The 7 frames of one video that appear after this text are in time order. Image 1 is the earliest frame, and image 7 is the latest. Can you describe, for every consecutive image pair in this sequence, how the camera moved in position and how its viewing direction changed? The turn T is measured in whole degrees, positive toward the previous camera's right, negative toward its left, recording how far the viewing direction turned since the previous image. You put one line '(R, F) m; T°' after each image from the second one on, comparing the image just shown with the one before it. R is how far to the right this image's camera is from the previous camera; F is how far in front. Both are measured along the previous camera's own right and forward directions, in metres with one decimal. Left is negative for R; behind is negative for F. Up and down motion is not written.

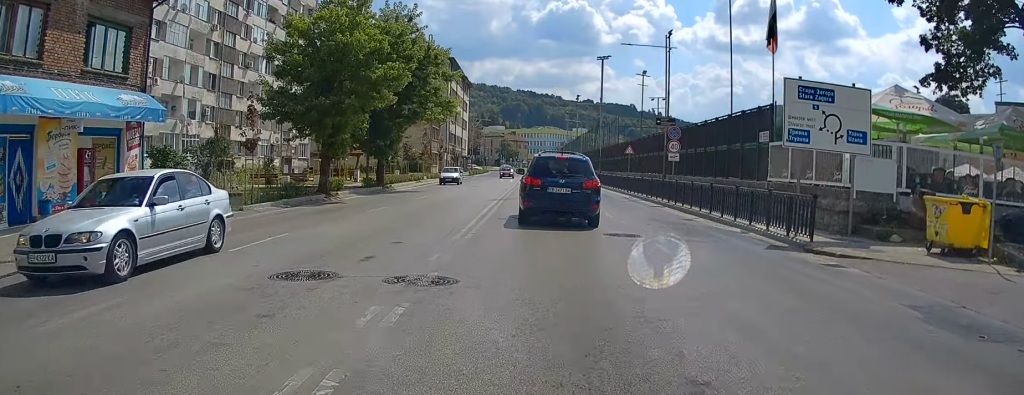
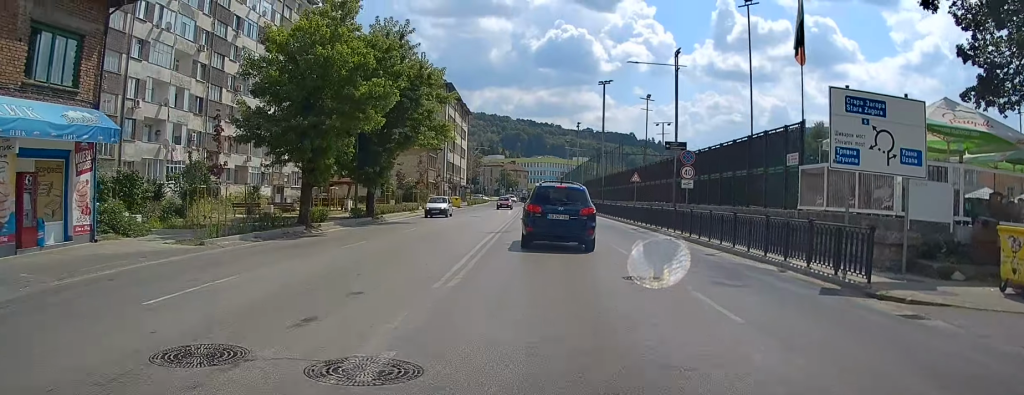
(0.0, +2.9) m; +1°
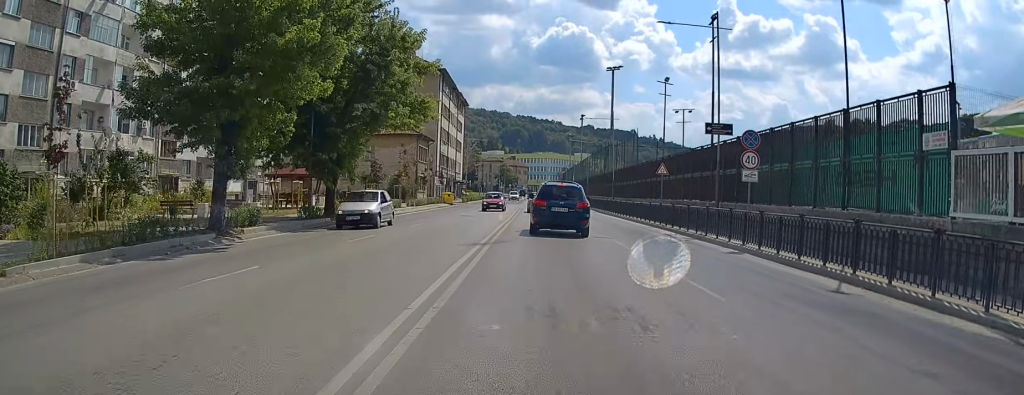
(+0.1, +7.7) m; +1°
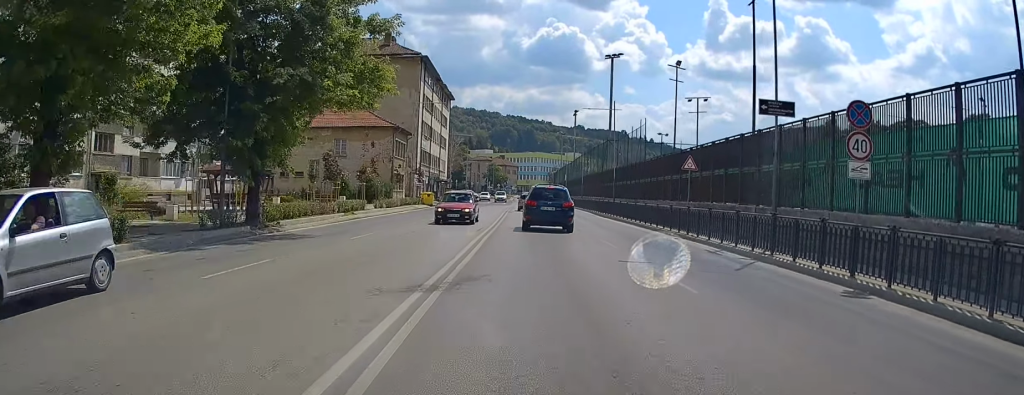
(0.0, +7.0) m; -1°
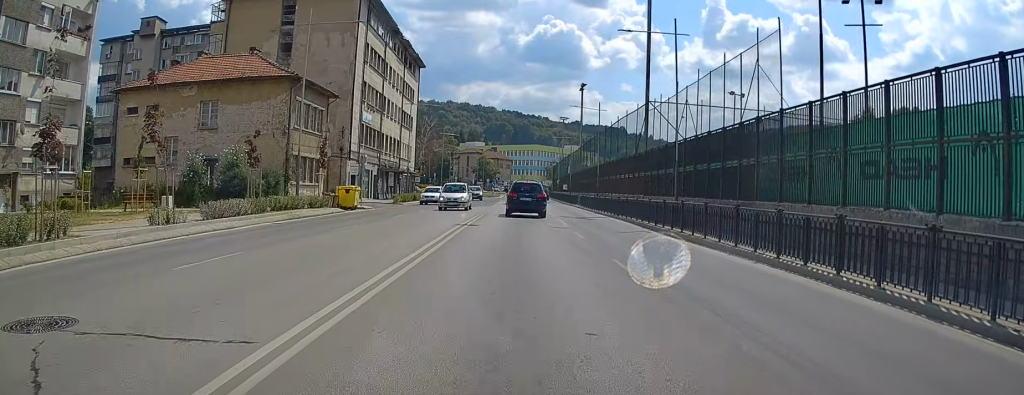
(-0.1, +24.9) m; 0°
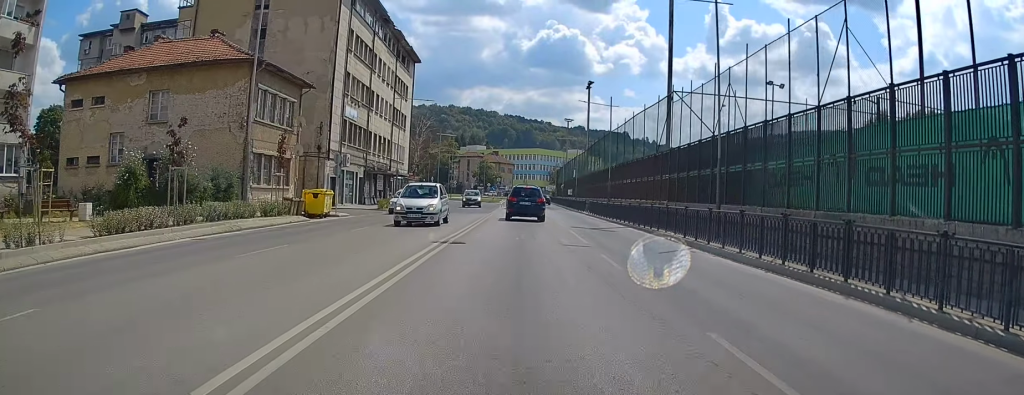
(+0.1, +6.1) m; +1°
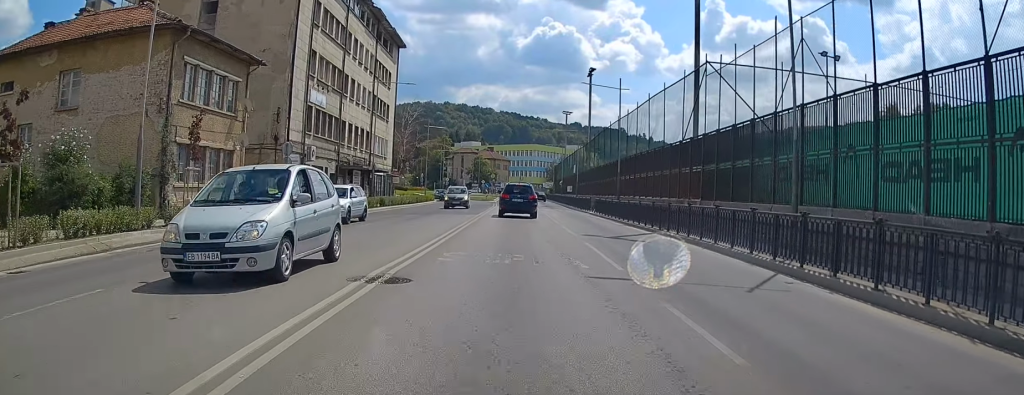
(0.0, +7.4) m; 0°
